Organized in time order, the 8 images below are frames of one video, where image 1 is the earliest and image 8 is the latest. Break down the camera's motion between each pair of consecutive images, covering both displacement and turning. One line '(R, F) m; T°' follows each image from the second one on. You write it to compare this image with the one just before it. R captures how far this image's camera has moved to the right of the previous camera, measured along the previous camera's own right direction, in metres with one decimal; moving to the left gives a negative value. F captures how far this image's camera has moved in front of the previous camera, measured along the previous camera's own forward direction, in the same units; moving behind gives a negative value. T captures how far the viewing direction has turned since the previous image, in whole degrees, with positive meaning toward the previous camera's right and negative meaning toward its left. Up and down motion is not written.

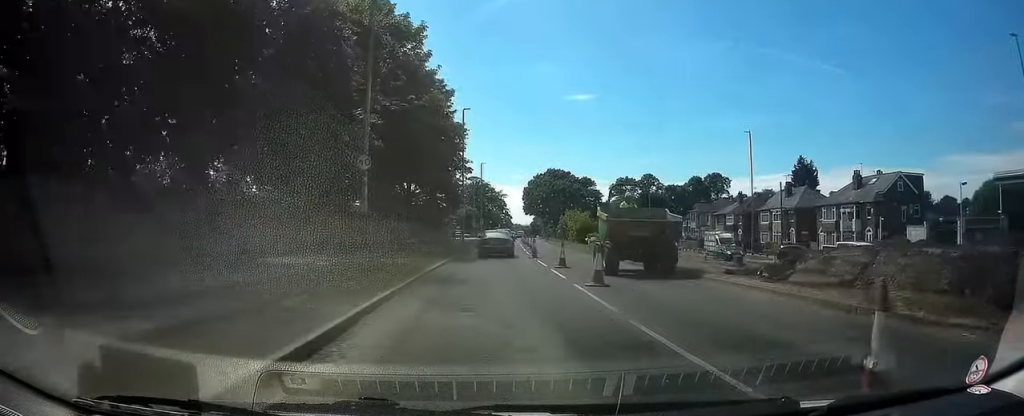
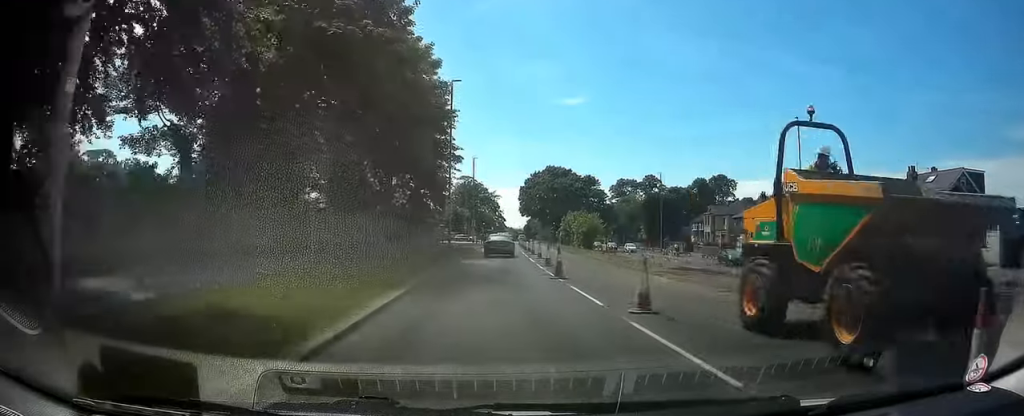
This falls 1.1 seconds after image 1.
(+0.1, +9.8) m; +1°
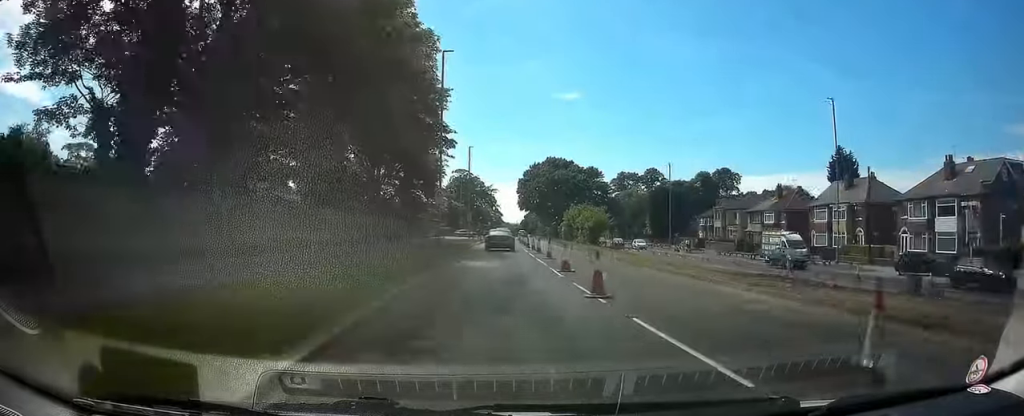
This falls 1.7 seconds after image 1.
(0.0, +5.5) m; 0°
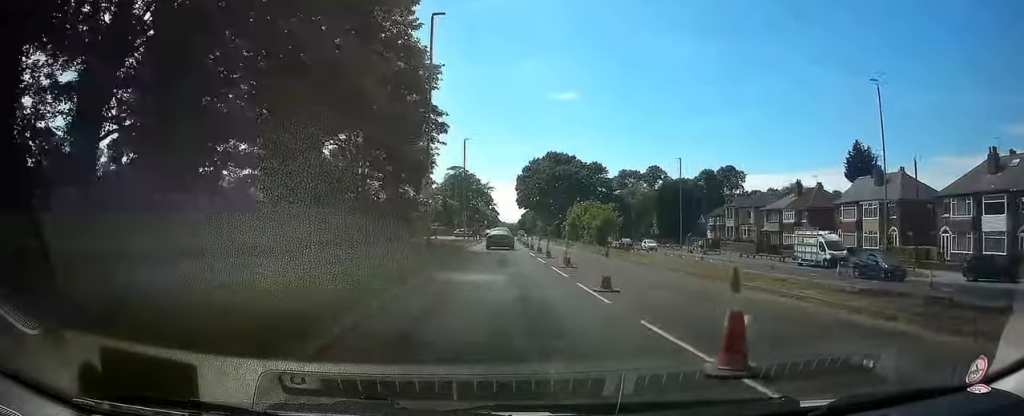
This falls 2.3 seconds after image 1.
(0.0, +5.6) m; 0°
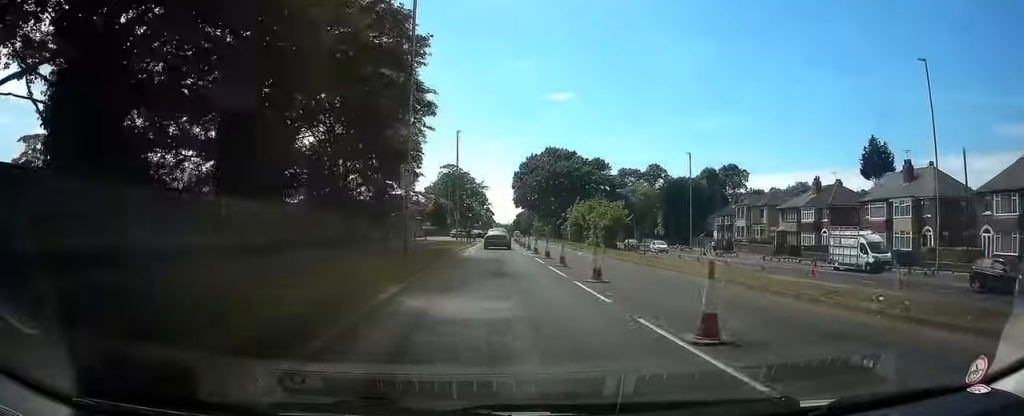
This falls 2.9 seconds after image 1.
(0.0, +5.2) m; 0°
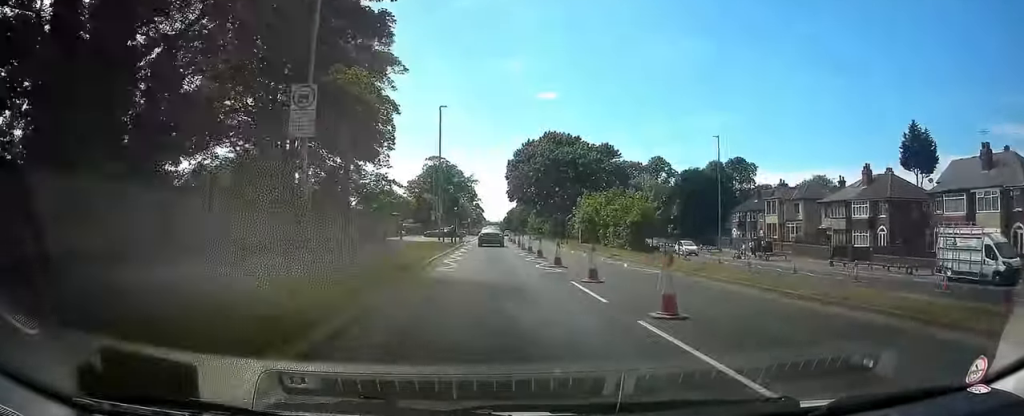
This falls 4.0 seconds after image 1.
(+0.1, +11.0) m; +1°
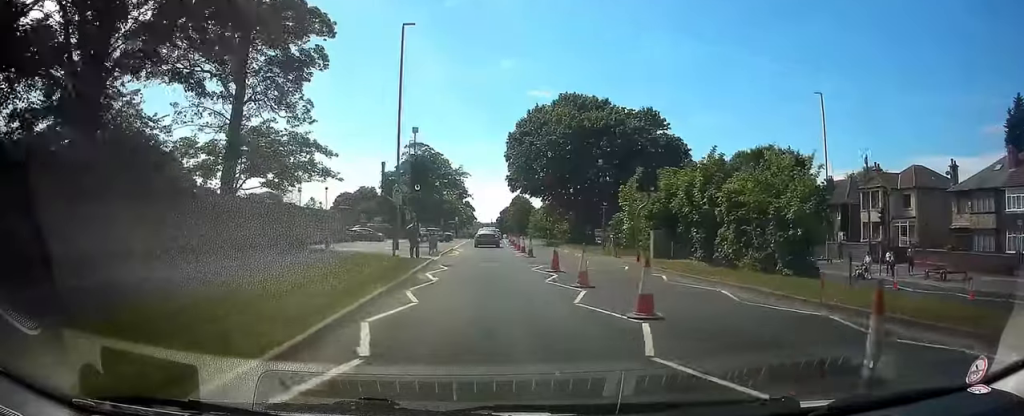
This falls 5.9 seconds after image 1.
(+0.3, +20.7) m; 0°
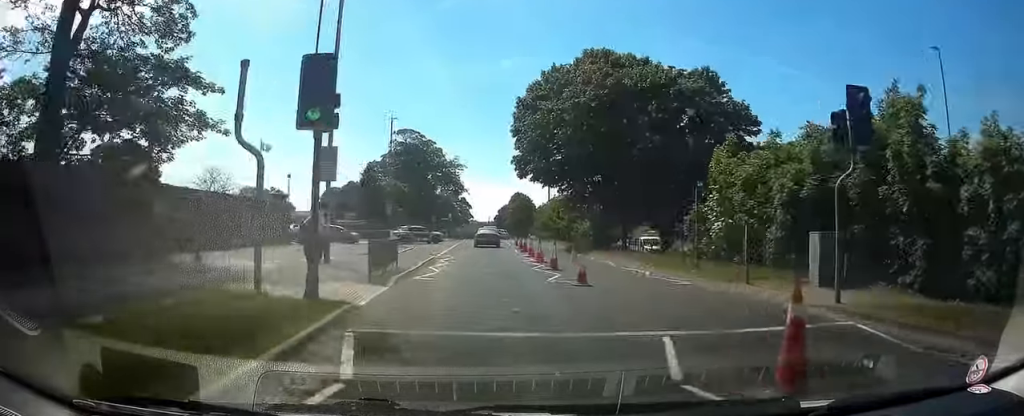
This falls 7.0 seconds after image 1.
(-0.3, +13.0) m; 0°
